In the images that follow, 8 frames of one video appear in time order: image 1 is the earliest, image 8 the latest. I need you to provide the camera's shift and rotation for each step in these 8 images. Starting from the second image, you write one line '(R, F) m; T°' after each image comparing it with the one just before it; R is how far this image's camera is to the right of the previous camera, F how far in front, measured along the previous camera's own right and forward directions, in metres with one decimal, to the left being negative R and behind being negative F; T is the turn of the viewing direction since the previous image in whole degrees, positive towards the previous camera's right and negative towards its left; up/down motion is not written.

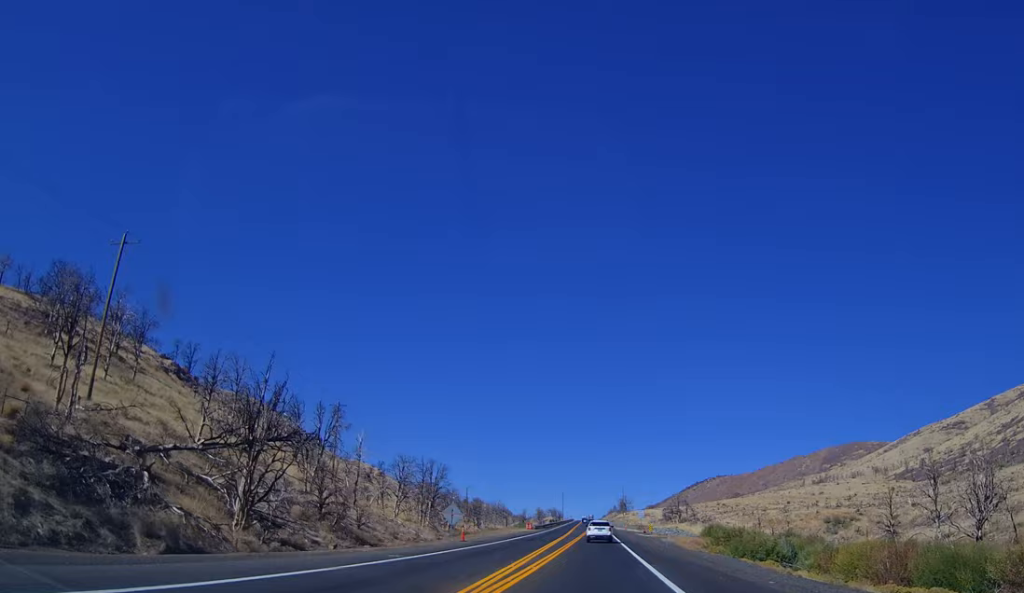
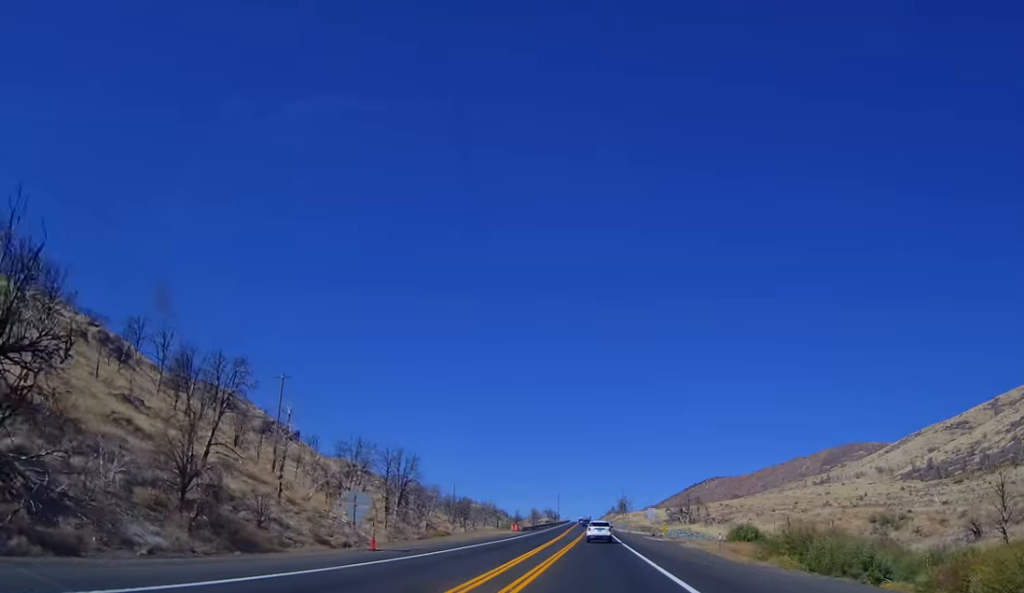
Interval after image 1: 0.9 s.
(+0.3, +19.4) m; 0°
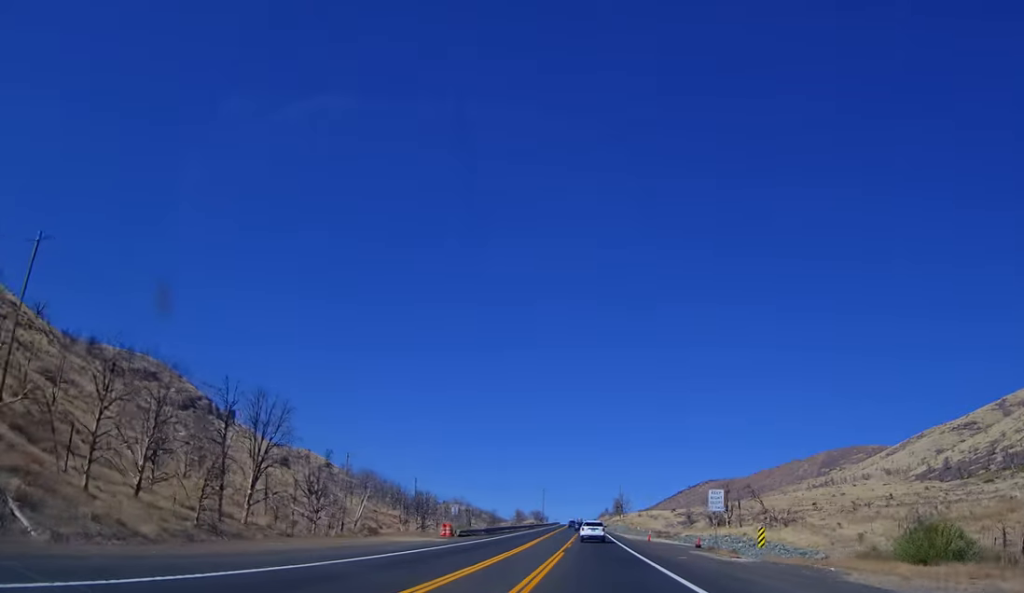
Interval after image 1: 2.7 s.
(-0.4, +43.6) m; 0°
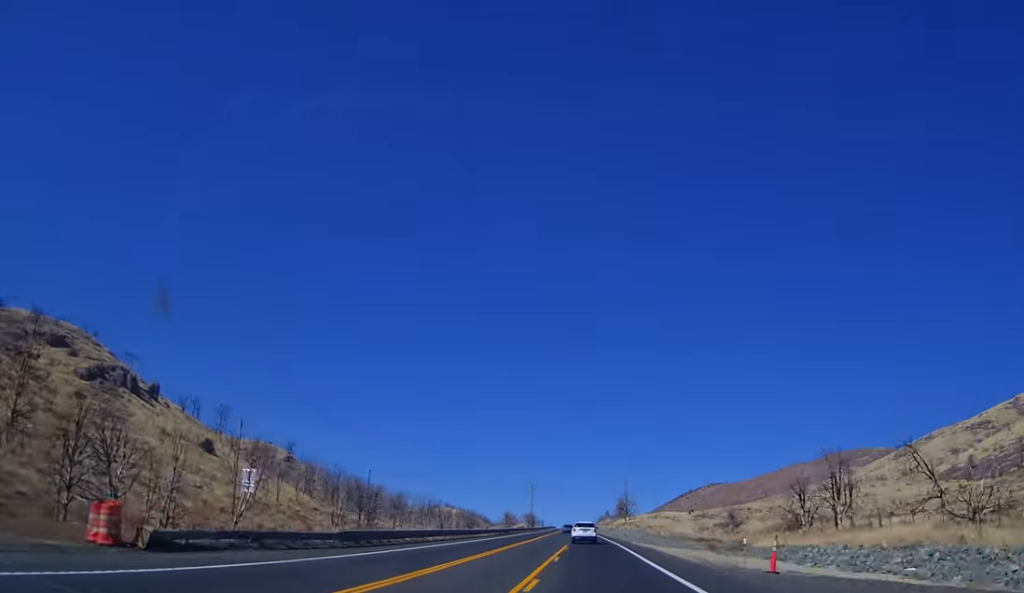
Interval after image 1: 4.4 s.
(+0.2, +40.8) m; 0°
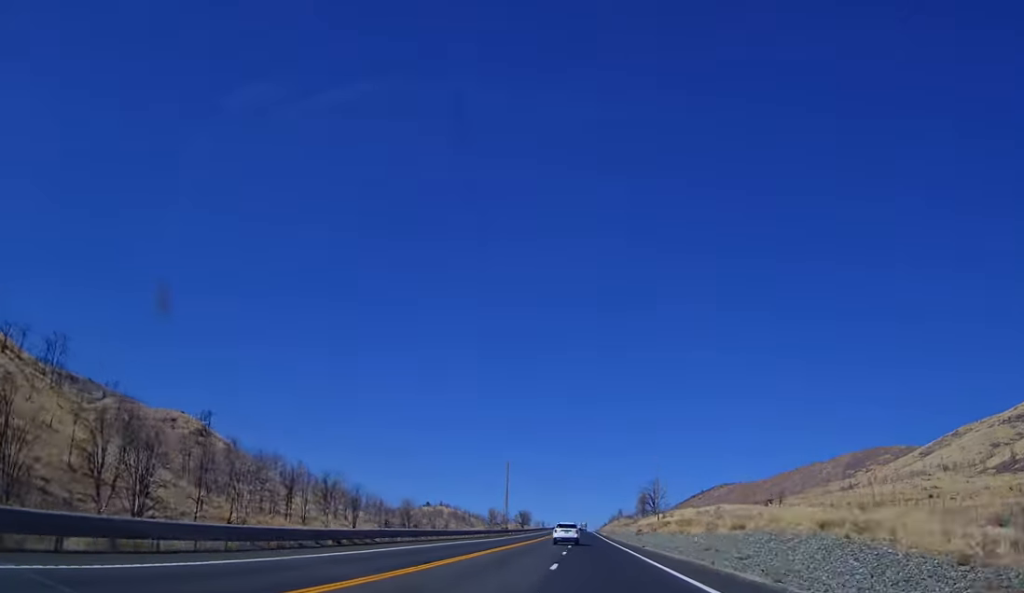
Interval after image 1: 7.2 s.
(+0.5, +72.2) m; 0°
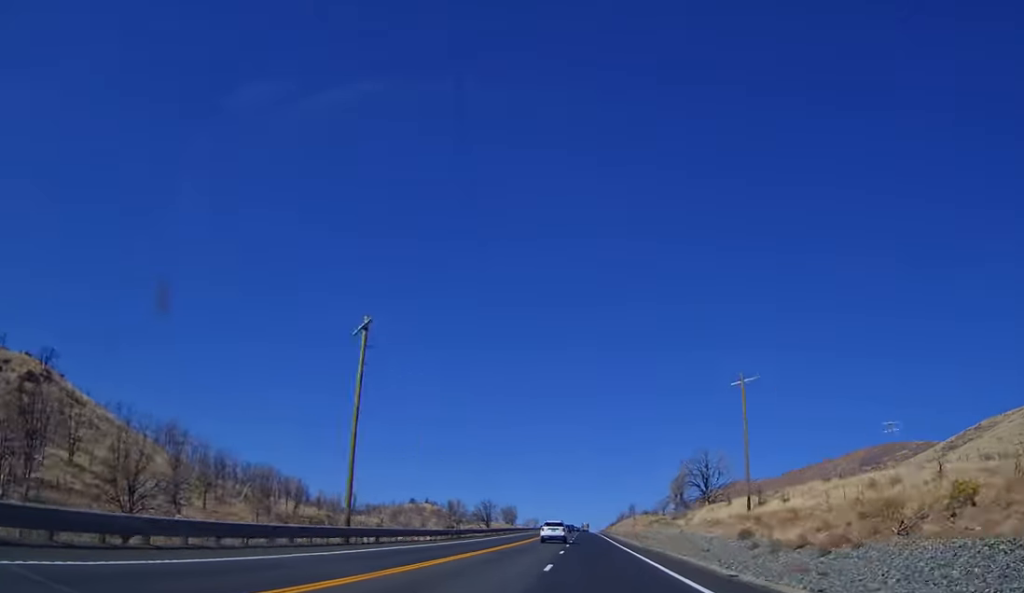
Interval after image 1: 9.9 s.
(0.0, +73.4) m; 0°
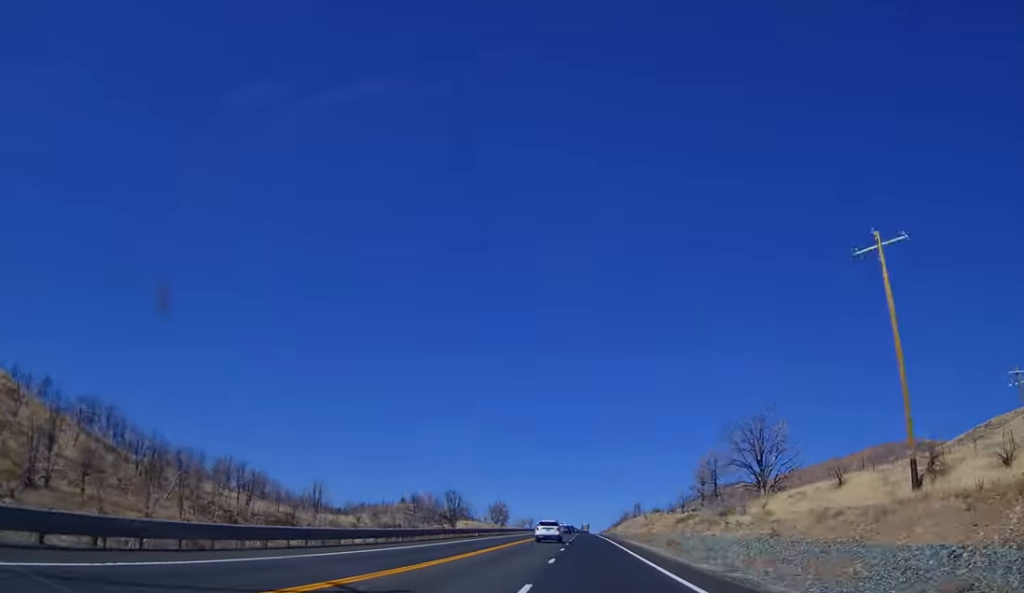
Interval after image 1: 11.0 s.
(+0.2, +32.1) m; 0°
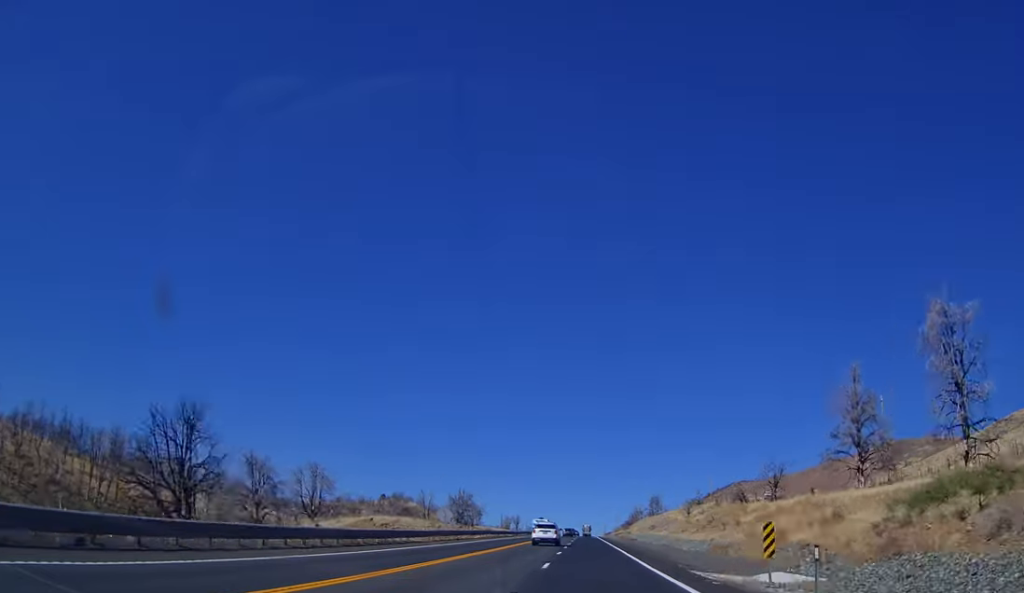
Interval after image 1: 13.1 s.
(-0.2, +62.1) m; -1°
